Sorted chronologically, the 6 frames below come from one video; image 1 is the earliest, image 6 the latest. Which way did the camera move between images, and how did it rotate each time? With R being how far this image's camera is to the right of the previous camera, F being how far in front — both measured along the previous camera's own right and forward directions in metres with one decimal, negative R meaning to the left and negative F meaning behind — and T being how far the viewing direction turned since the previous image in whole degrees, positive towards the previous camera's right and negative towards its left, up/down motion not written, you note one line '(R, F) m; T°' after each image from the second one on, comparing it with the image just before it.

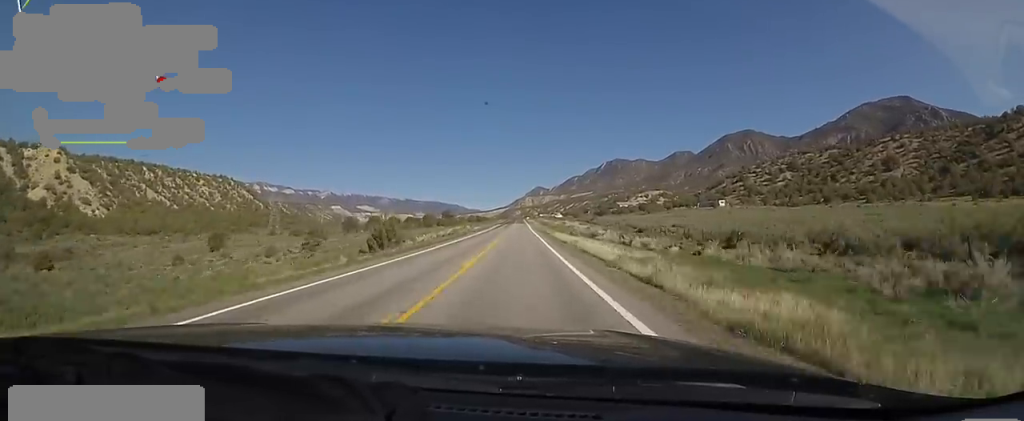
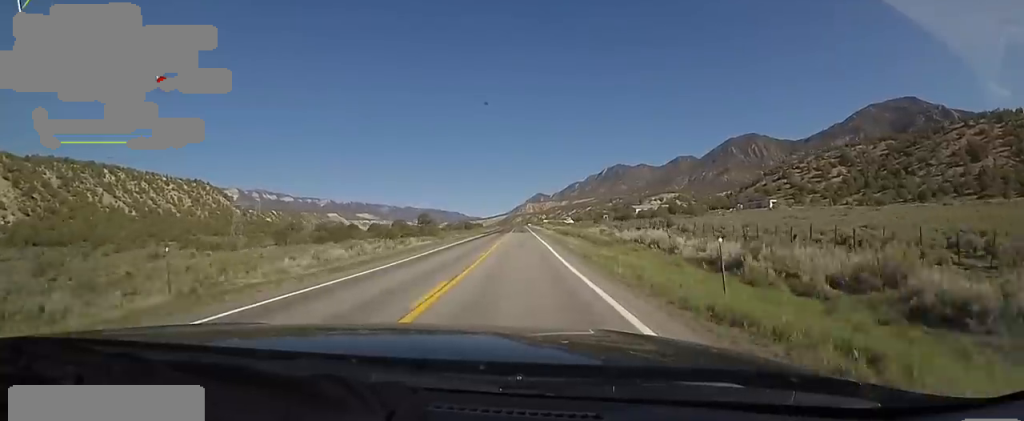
(+1.1, +55.2) m; -1°
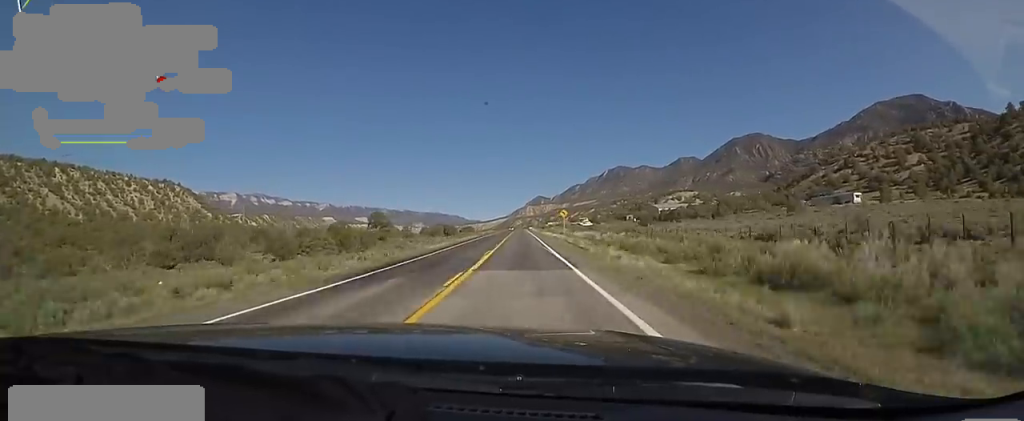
(-0.4, +57.7) m; +1°
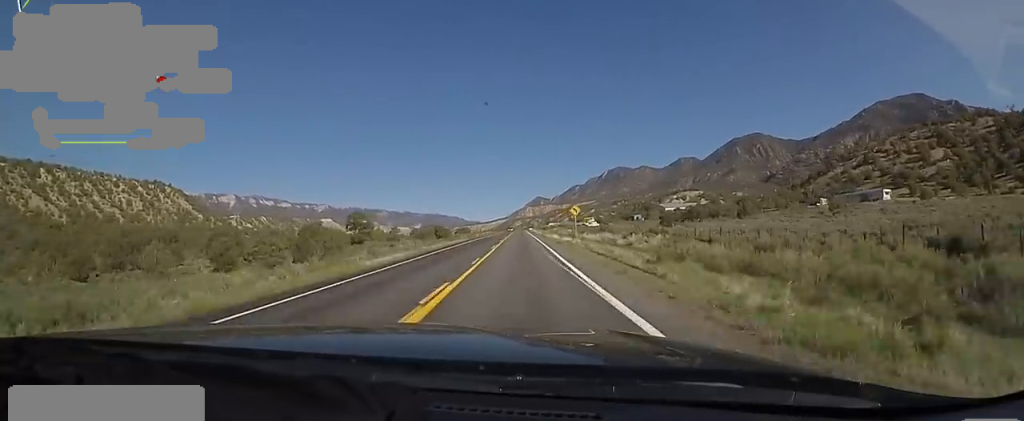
(+0.2, +15.0) m; 0°
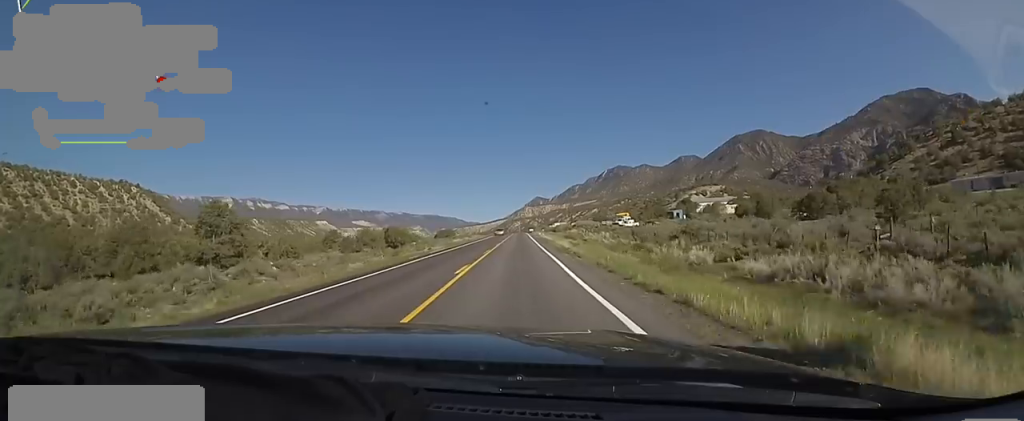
(-1.4, +50.8) m; -1°
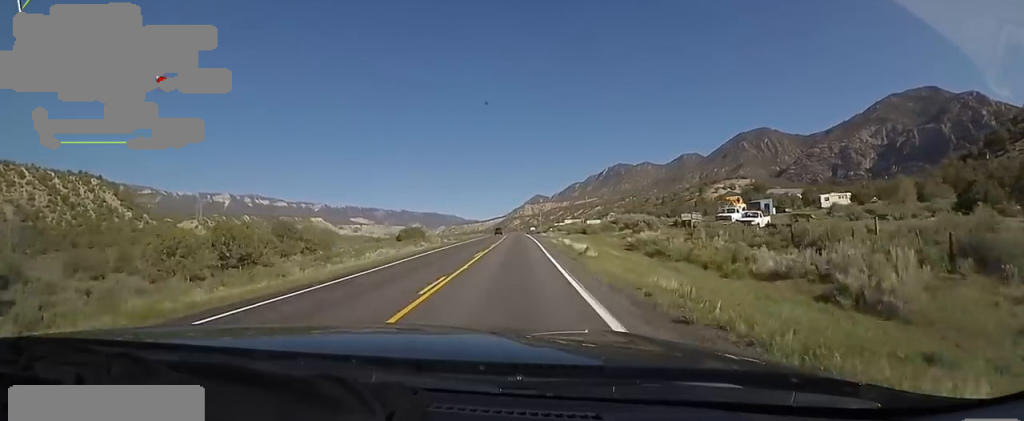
(+1.4, +52.8) m; 0°
